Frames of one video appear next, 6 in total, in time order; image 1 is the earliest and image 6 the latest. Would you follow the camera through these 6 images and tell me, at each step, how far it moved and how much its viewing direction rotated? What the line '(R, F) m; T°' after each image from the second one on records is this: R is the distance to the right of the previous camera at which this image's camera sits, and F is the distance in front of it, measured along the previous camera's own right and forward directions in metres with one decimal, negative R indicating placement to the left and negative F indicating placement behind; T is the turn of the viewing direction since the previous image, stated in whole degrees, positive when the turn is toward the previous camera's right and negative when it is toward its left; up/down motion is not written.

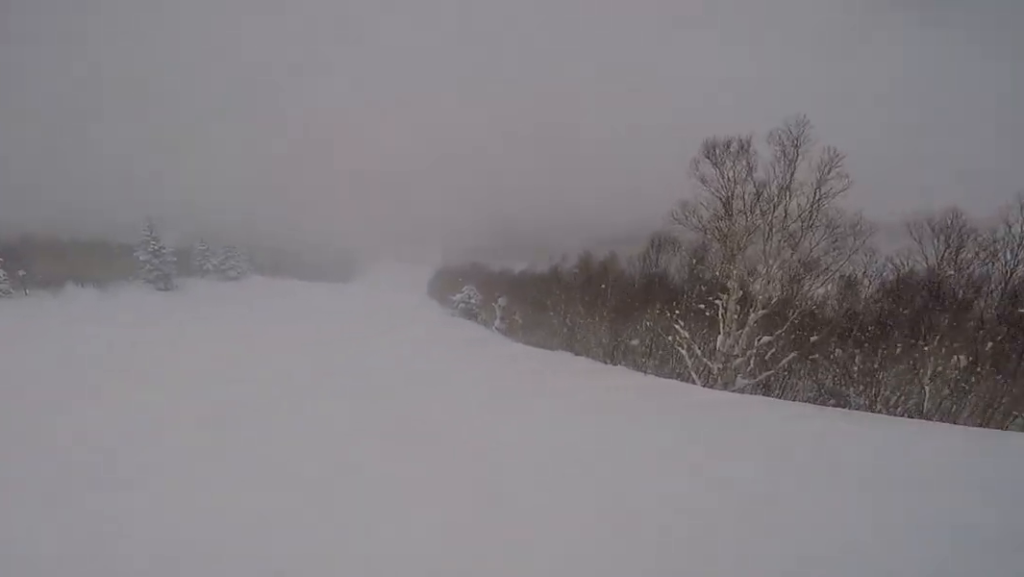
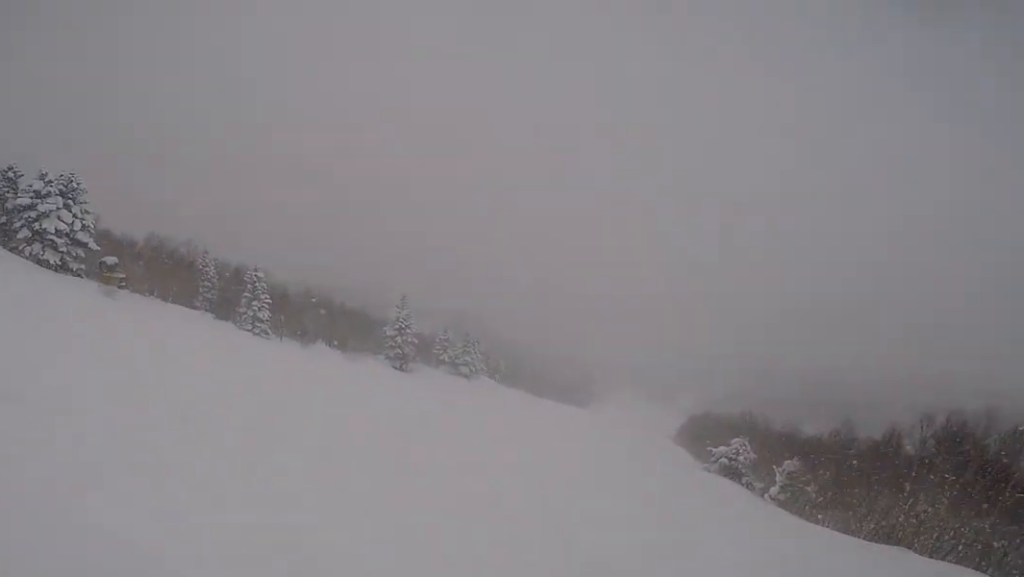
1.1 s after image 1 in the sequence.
(-2.7, +4.7) m; -42°
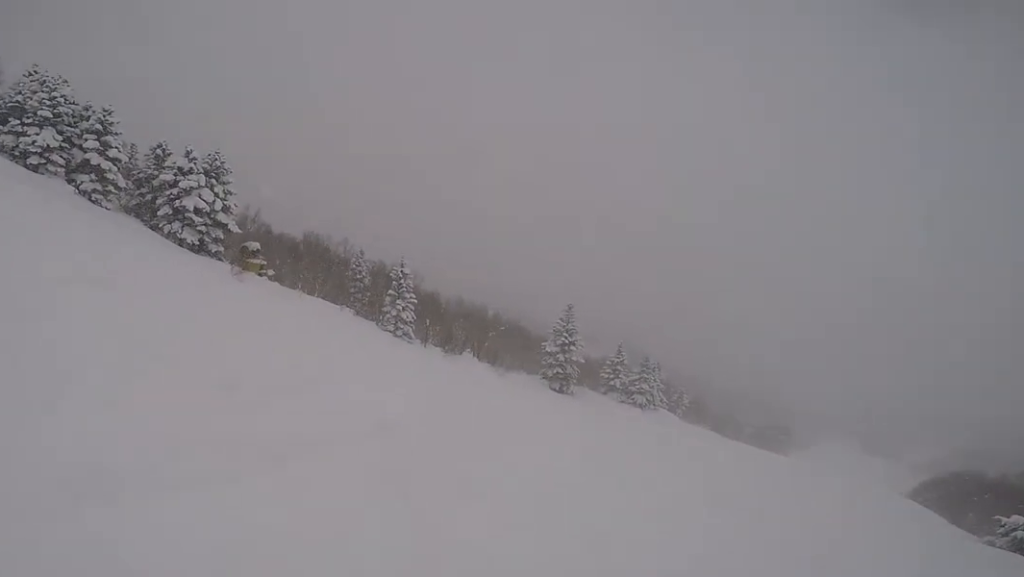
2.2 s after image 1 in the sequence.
(-1.1, +5.5) m; -21°
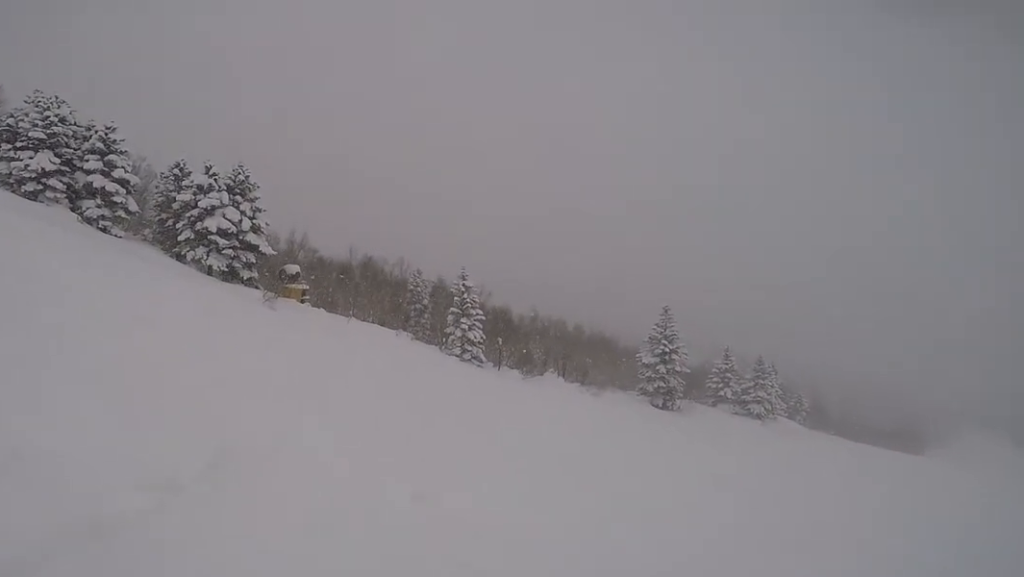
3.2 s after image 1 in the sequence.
(-0.8, +5.4) m; -13°
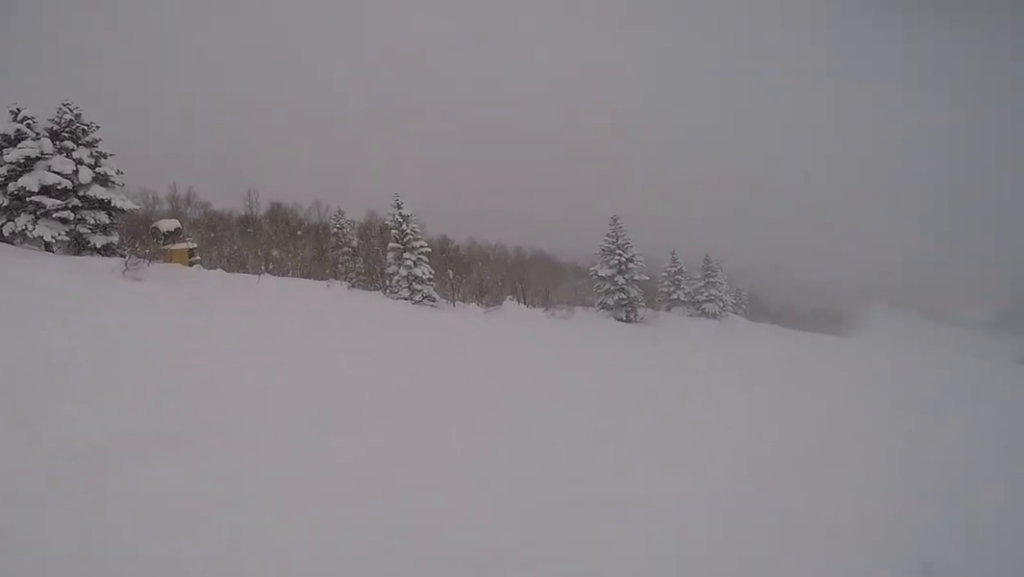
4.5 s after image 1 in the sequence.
(-1.4, +7.4) m; -22°
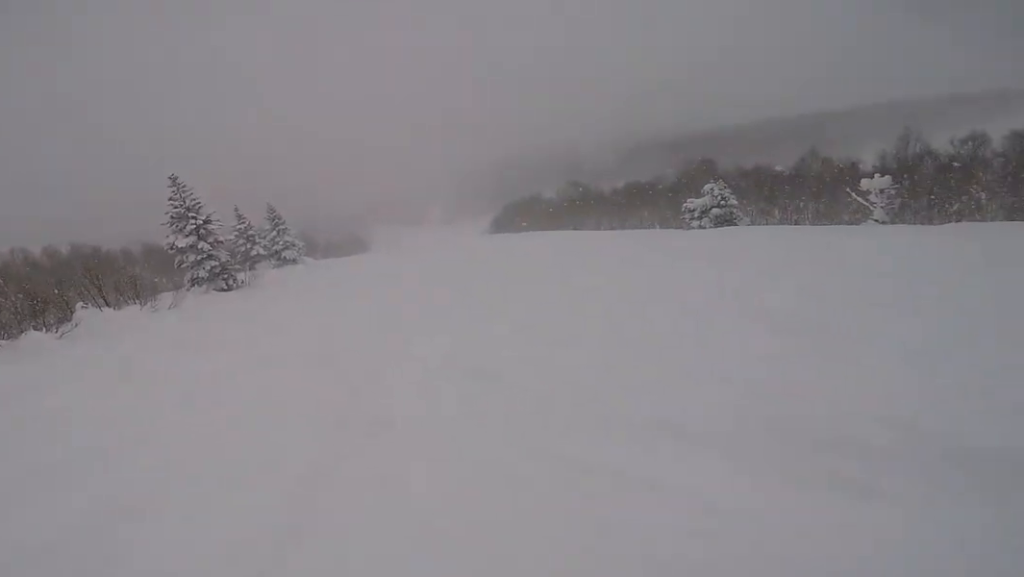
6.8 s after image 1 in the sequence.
(+1.3, +11.4) m; +47°
